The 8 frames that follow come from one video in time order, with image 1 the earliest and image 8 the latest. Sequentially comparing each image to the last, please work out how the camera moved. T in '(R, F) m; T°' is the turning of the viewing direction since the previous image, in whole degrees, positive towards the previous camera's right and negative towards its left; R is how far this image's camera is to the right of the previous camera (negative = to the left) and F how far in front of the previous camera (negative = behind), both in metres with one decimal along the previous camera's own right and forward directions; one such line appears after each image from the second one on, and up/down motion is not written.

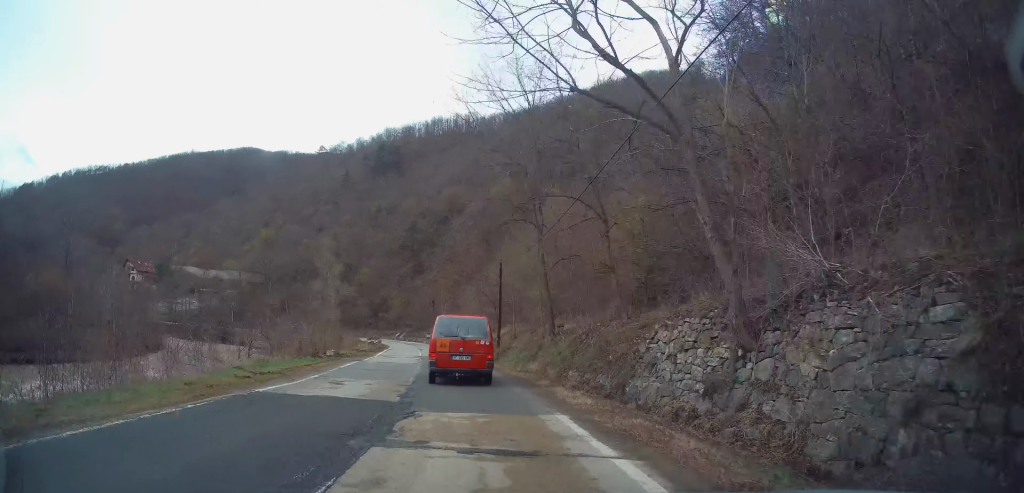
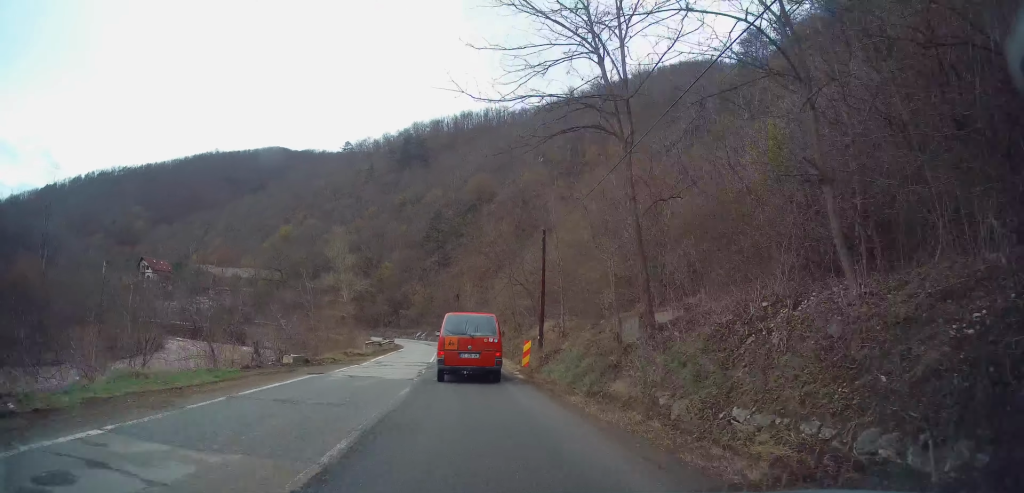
(-0.5, +10.7) m; -3°
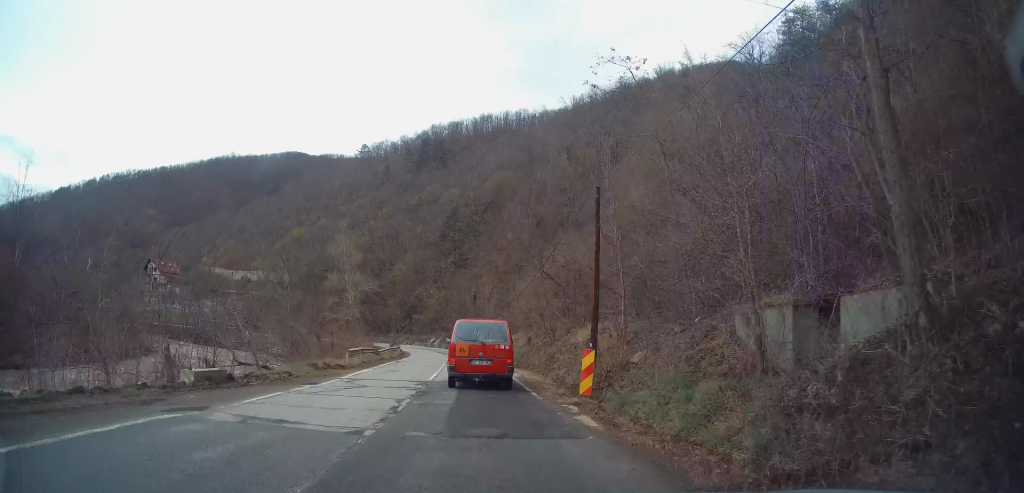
(+0.1, +8.5) m; -2°
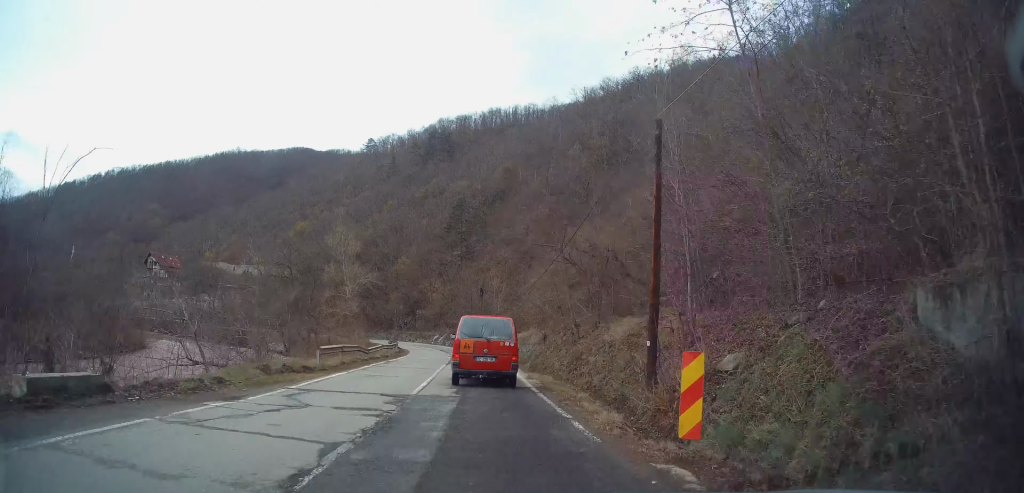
(-0.2, +5.5) m; 0°
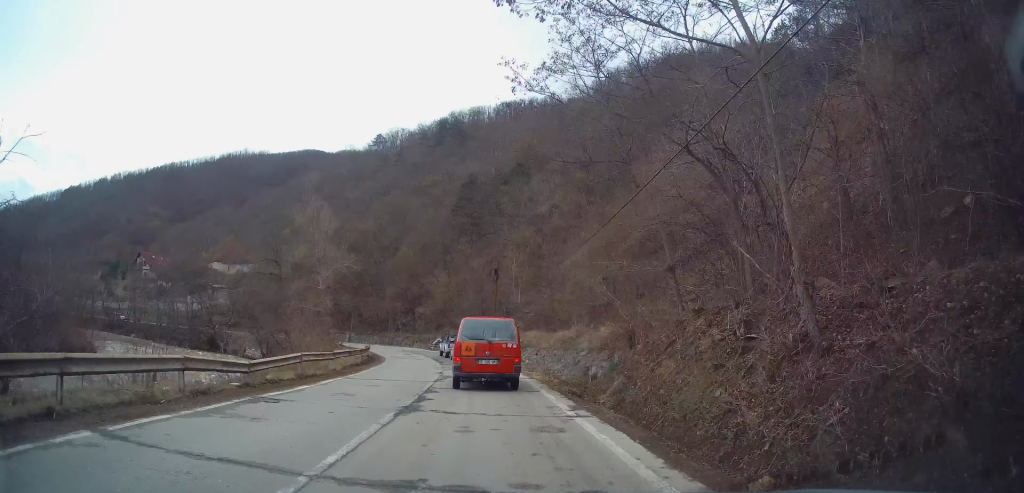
(+0.2, +17.4) m; 0°
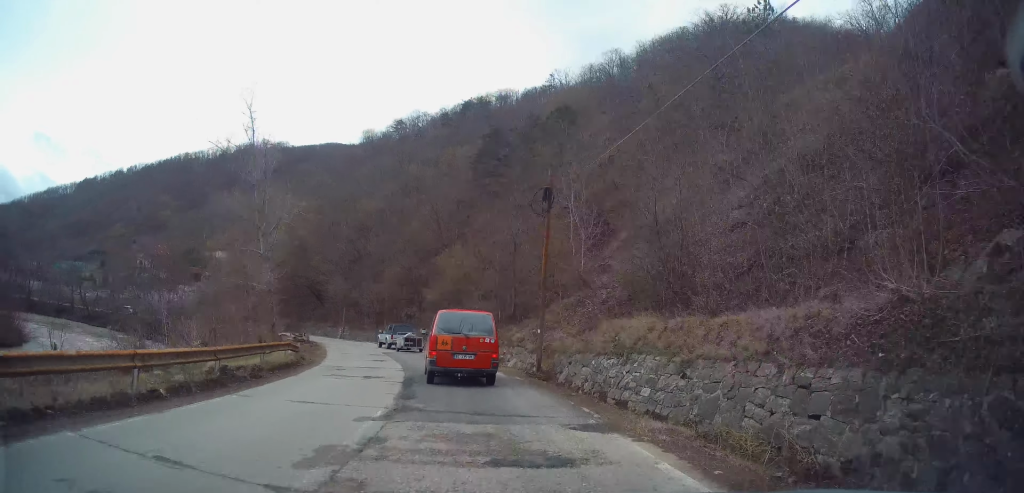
(-1.0, +20.8) m; -5°
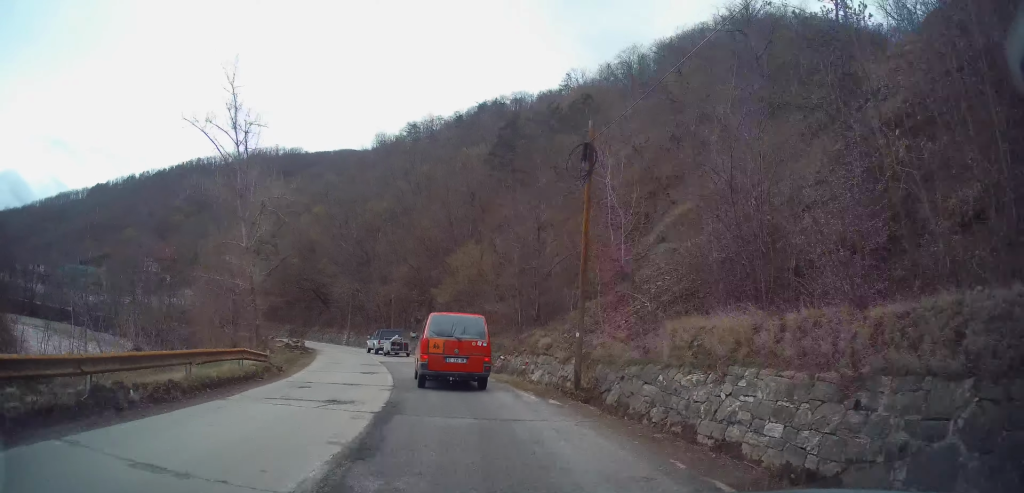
(-0.2, +5.1) m; -2°
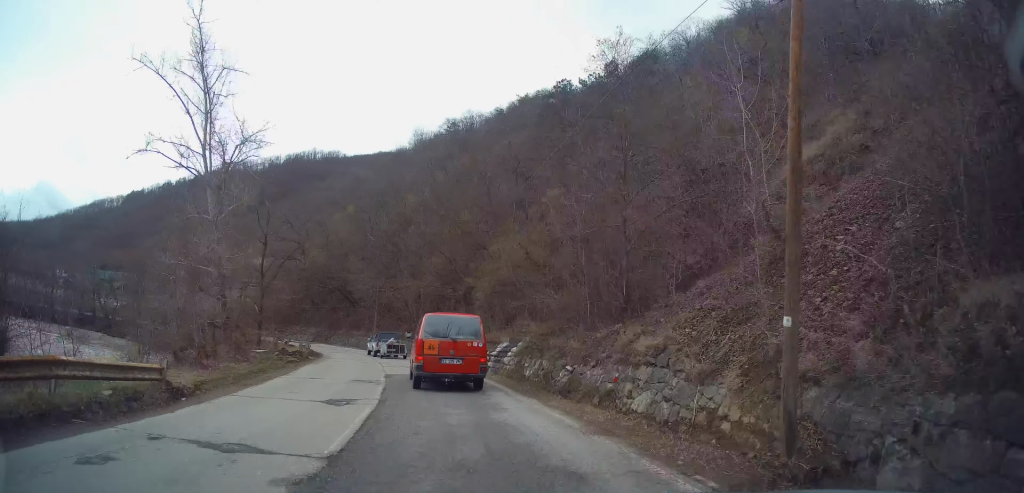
(-0.3, +8.7) m; -5°
